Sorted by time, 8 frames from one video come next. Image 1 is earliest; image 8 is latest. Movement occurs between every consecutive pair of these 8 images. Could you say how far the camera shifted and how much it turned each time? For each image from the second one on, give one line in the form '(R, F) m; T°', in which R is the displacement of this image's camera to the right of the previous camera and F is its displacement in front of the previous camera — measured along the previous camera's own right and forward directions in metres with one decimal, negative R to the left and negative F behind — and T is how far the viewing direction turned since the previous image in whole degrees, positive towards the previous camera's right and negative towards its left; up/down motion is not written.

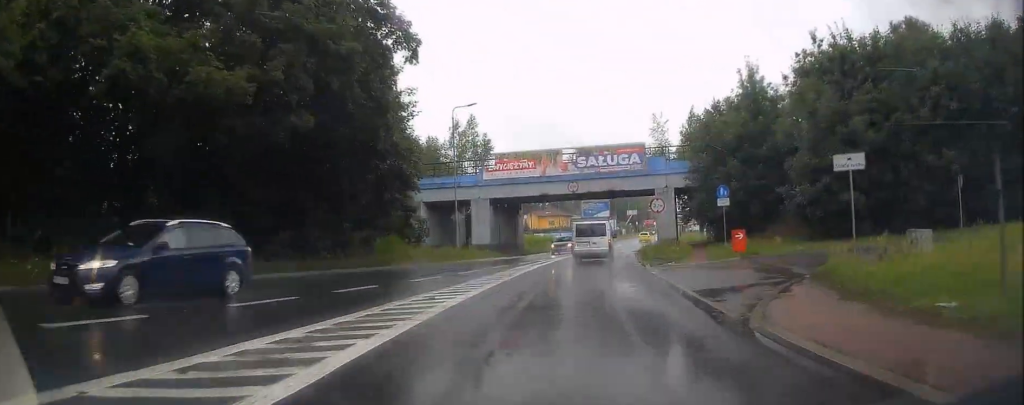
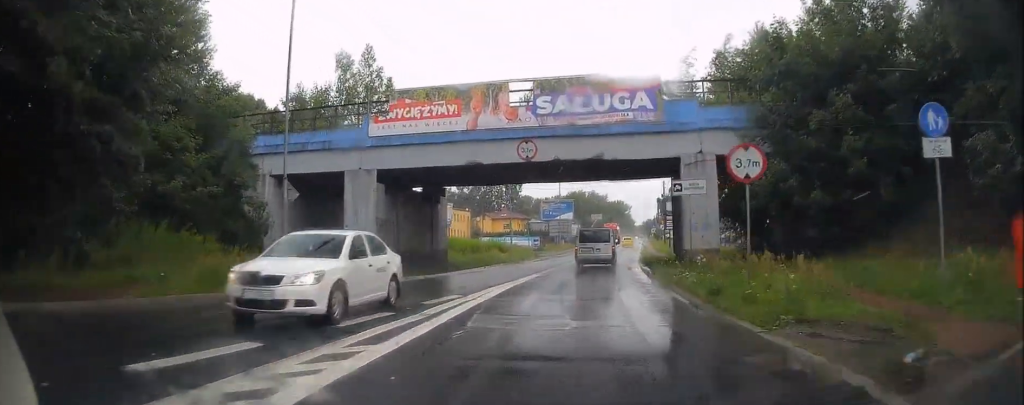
(+0.5, +20.3) m; +3°
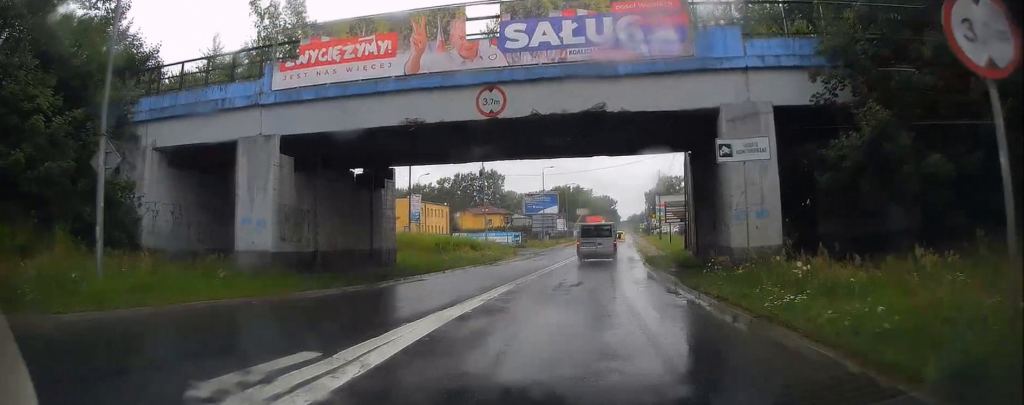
(+0.1, +8.0) m; +1°
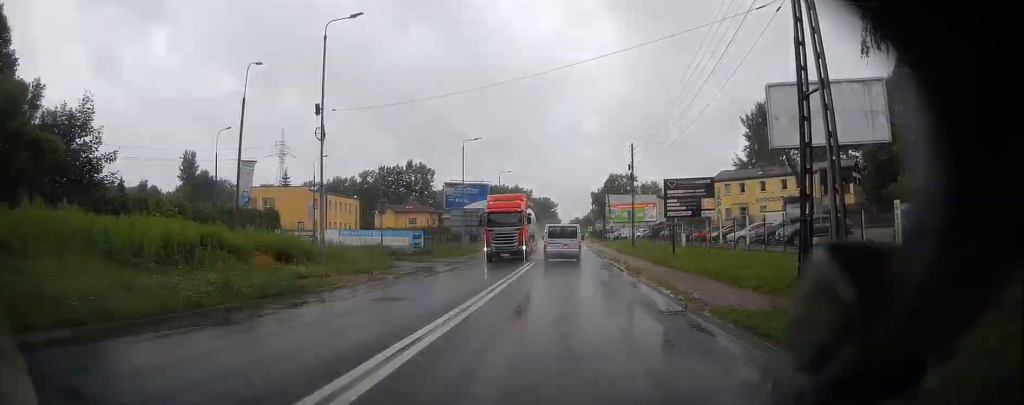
(+0.6, +23.3) m; +3°
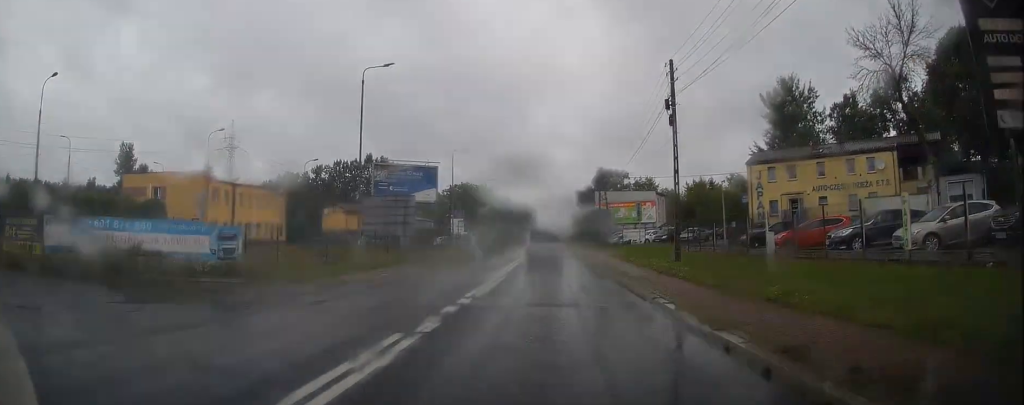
(+0.3, +23.5) m; +1°
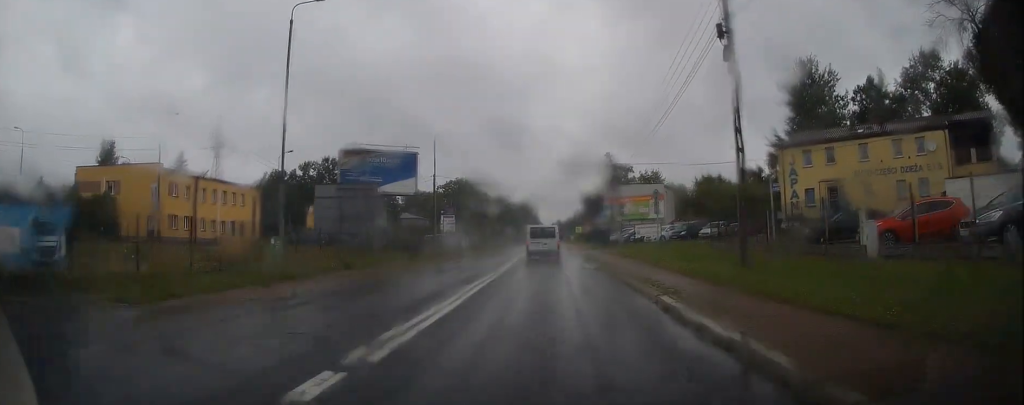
(+0.1, +8.6) m; 0°
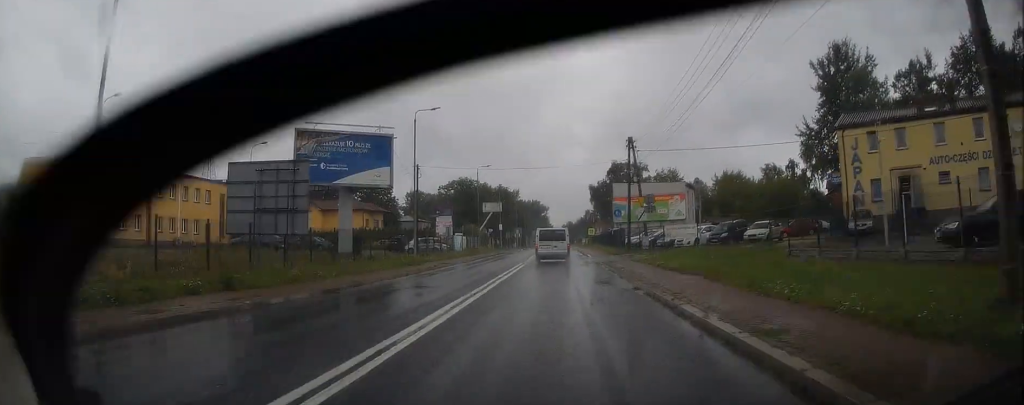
(+0.1, +10.1) m; 0°
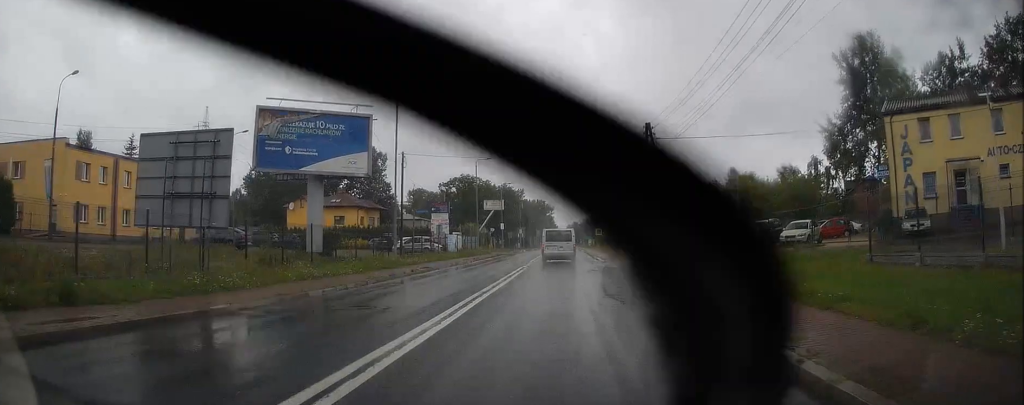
(0.0, +6.1) m; 0°
